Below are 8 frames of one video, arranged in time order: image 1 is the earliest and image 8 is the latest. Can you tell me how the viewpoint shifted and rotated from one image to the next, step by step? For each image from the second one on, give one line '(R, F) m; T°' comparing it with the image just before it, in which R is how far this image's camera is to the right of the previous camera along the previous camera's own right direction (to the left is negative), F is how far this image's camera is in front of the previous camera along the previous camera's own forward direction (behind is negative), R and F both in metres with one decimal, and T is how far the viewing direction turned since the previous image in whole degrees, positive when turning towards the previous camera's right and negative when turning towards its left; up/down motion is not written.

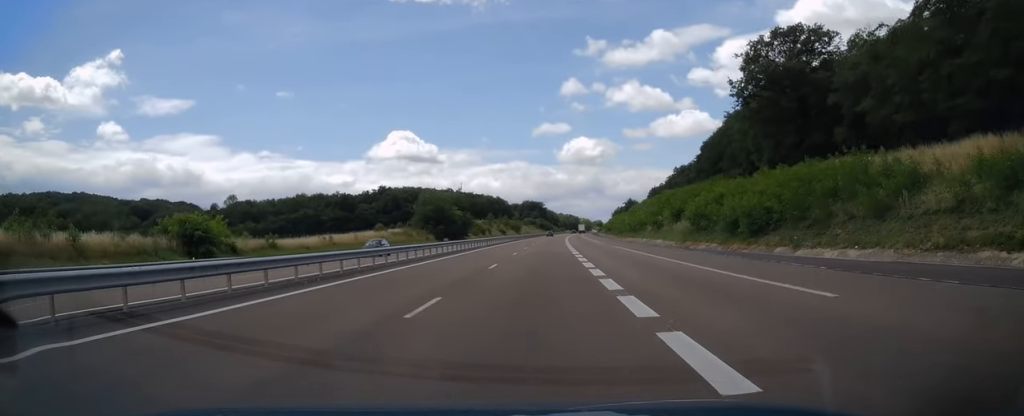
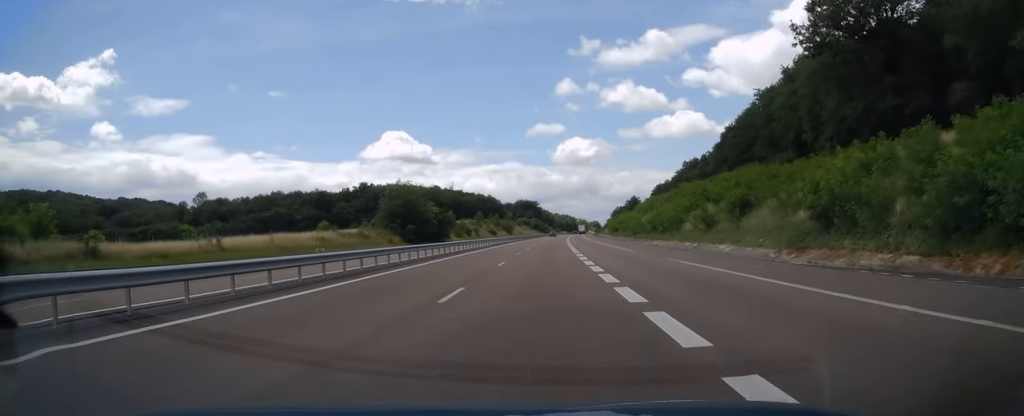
(+0.1, +28.0) m; +1°
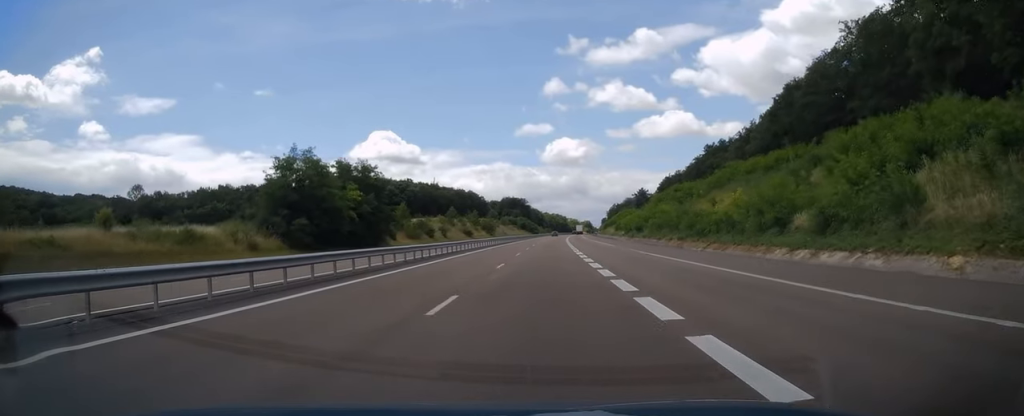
(+0.4, +44.8) m; +1°
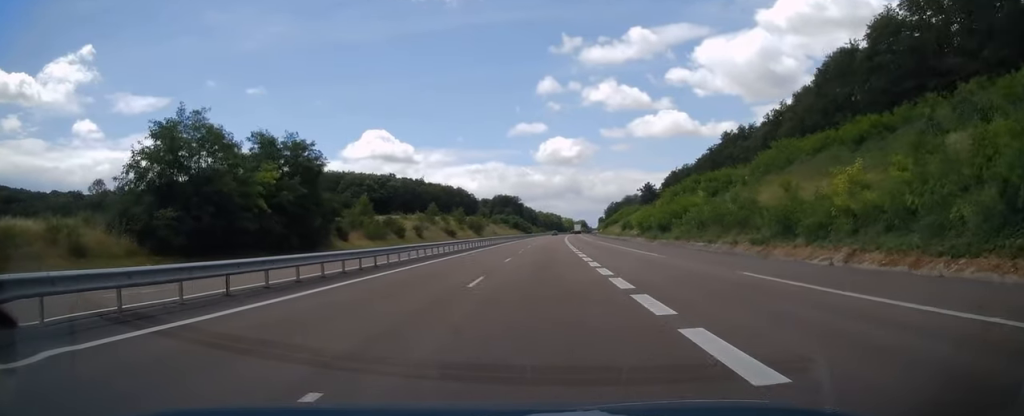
(+0.1, +22.1) m; +1°
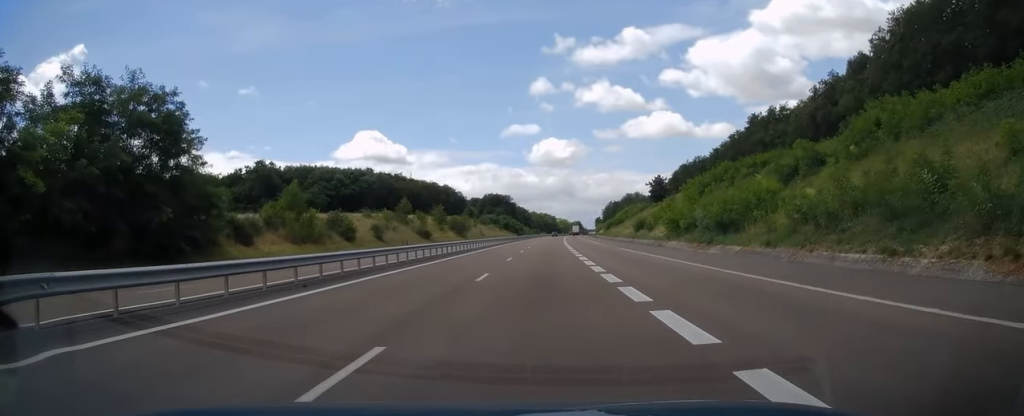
(+0.3, +24.7) m; 0°
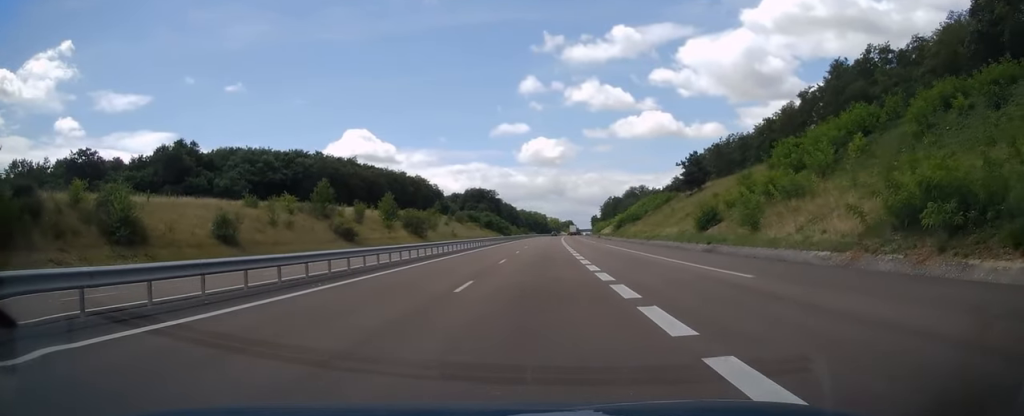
(+0.1, +42.7) m; +1°
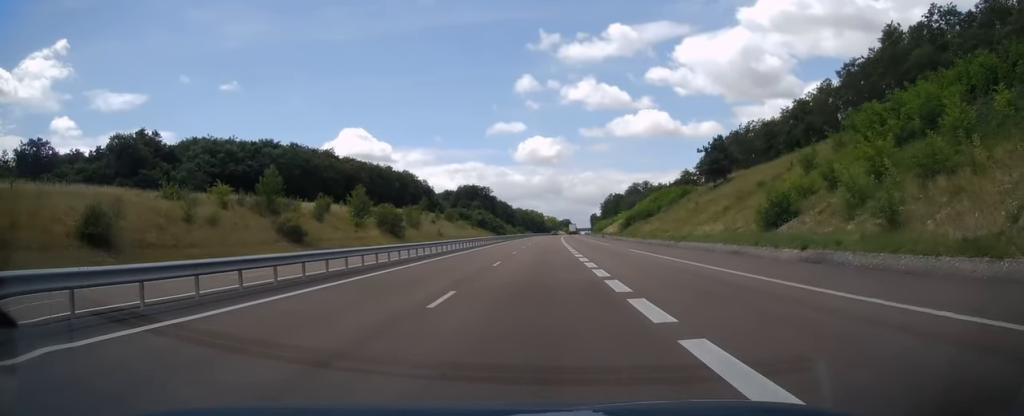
(0.0, +16.0) m; +1°
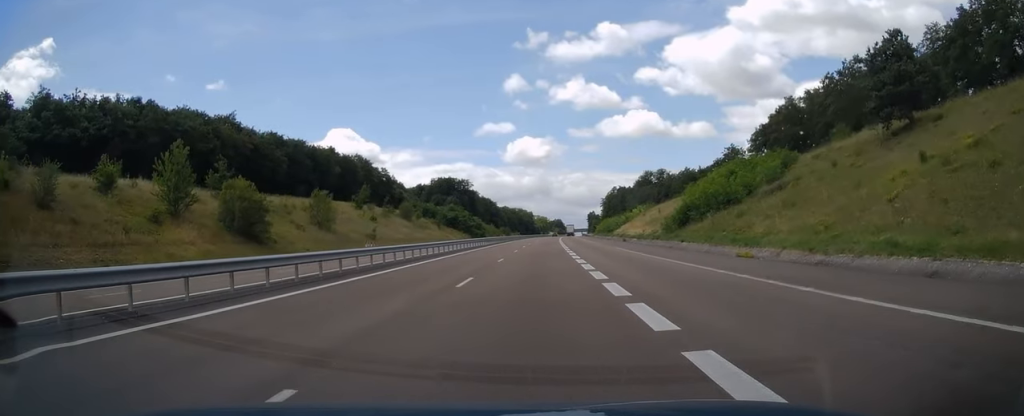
(+0.6, +45.8) m; +1°
